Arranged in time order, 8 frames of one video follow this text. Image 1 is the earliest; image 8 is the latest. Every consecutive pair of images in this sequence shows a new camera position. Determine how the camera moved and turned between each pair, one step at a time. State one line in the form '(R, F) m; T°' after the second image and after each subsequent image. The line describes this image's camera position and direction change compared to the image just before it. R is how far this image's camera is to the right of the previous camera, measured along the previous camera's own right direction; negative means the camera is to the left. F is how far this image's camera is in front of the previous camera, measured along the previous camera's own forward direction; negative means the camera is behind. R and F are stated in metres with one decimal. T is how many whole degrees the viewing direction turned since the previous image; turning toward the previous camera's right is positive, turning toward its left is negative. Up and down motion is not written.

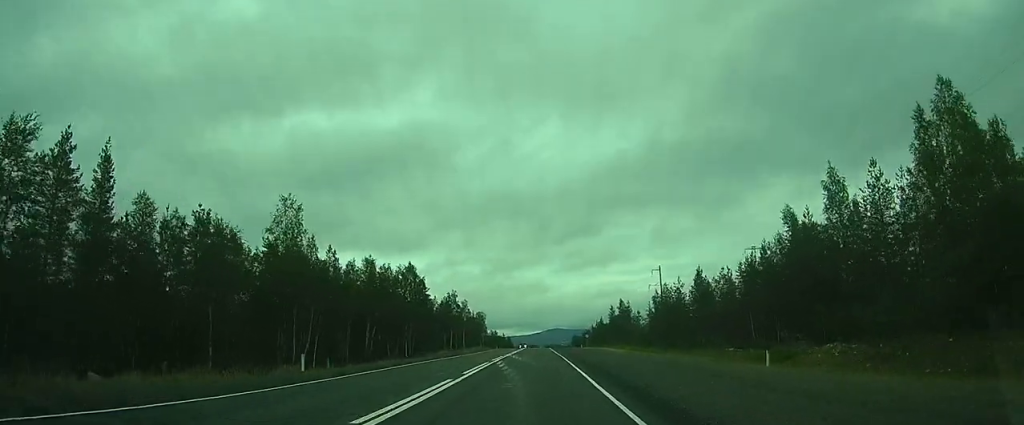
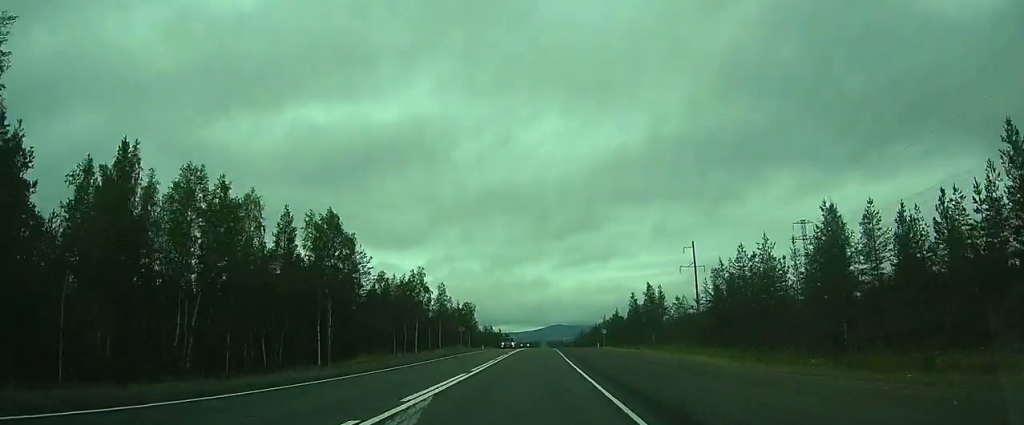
(-0.2, +33.8) m; 0°
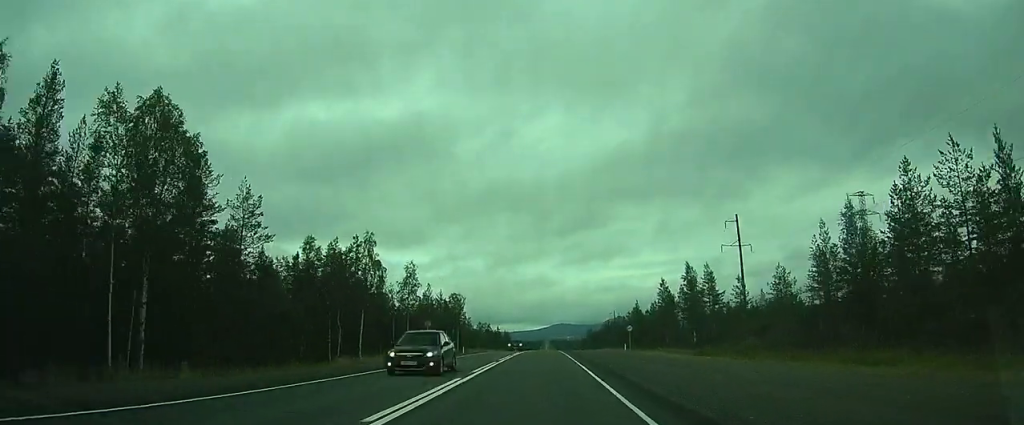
(0.0, +26.8) m; 0°
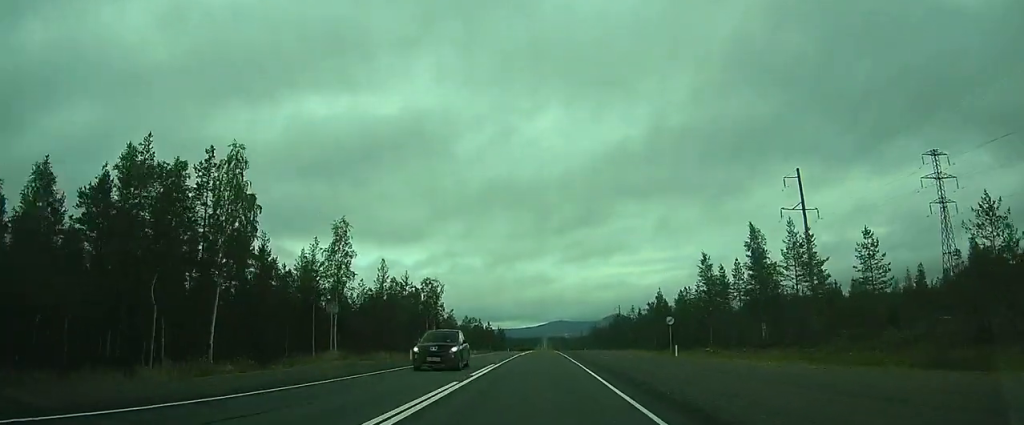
(+0.1, +26.1) m; 0°
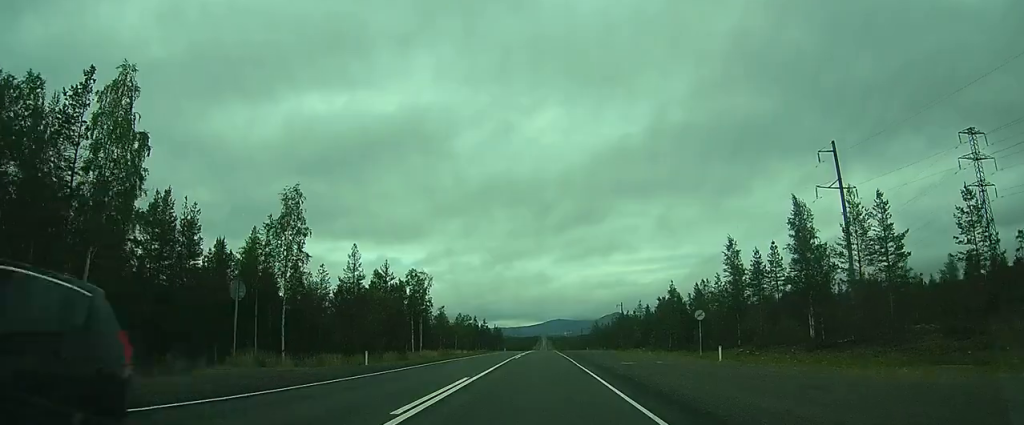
(0.0, +10.2) m; 0°
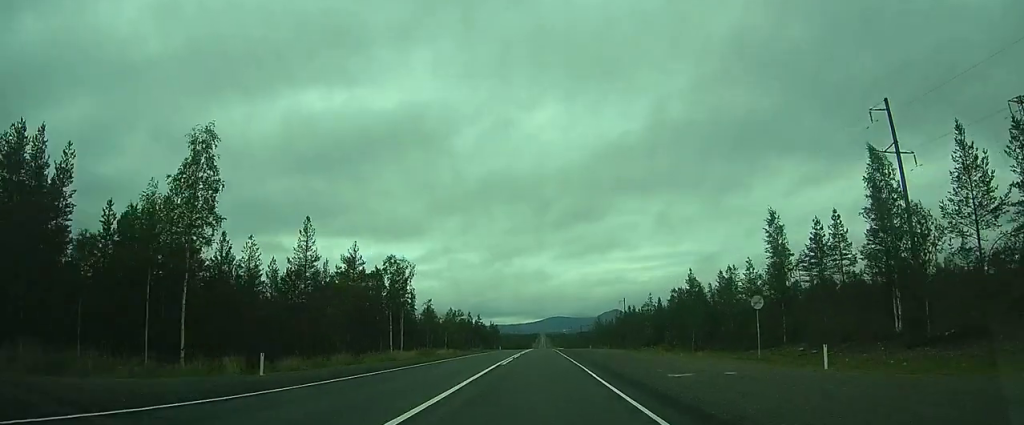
(0.0, +11.8) m; 0°
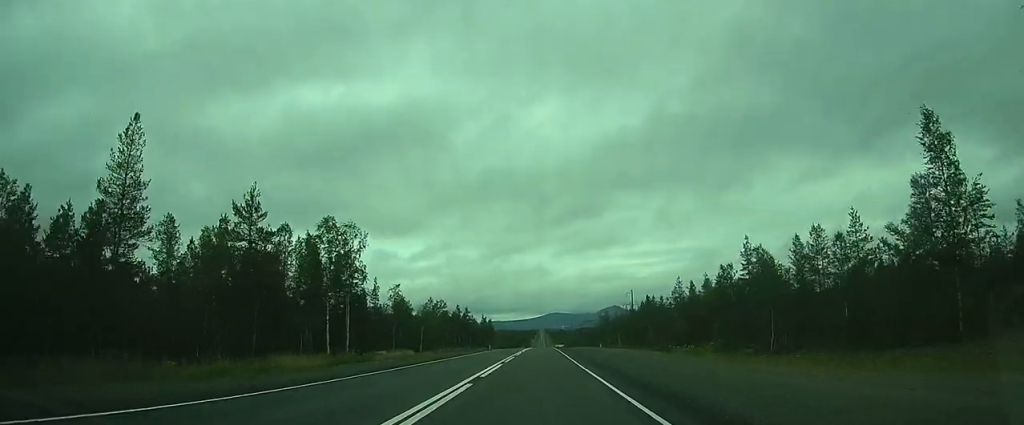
(0.0, +21.9) m; 0°
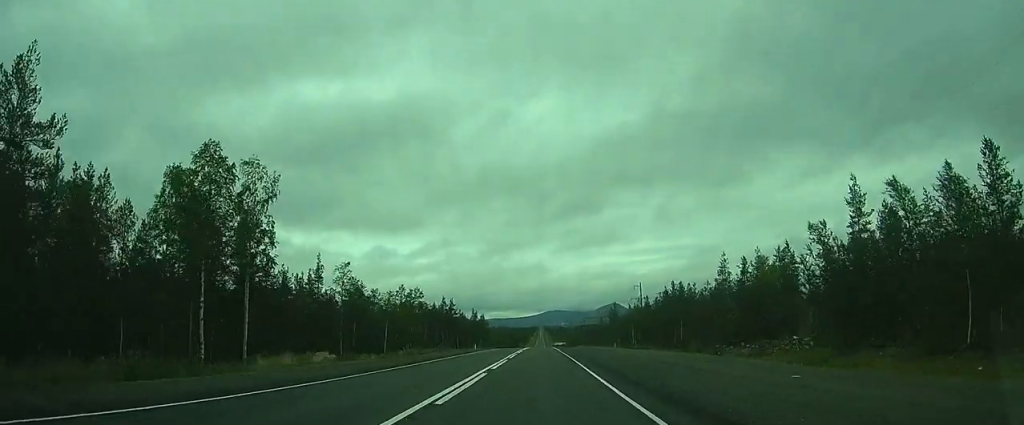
(+0.1, +20.0) m; 0°
